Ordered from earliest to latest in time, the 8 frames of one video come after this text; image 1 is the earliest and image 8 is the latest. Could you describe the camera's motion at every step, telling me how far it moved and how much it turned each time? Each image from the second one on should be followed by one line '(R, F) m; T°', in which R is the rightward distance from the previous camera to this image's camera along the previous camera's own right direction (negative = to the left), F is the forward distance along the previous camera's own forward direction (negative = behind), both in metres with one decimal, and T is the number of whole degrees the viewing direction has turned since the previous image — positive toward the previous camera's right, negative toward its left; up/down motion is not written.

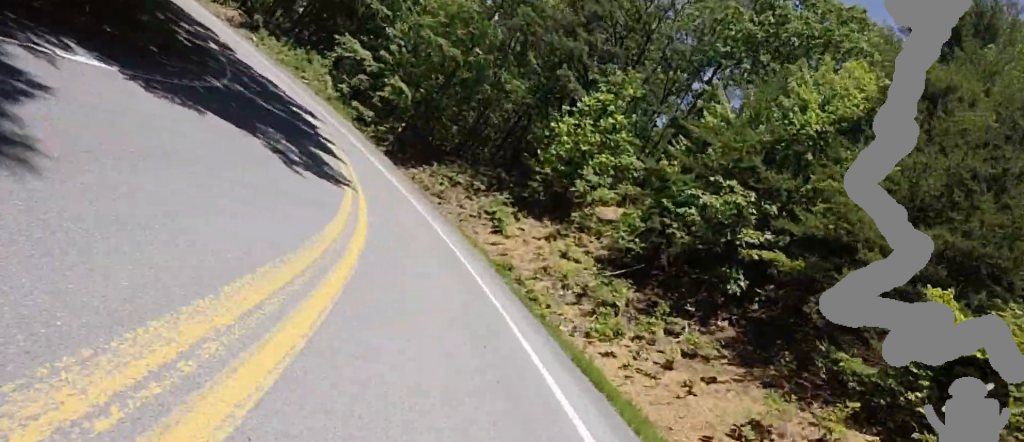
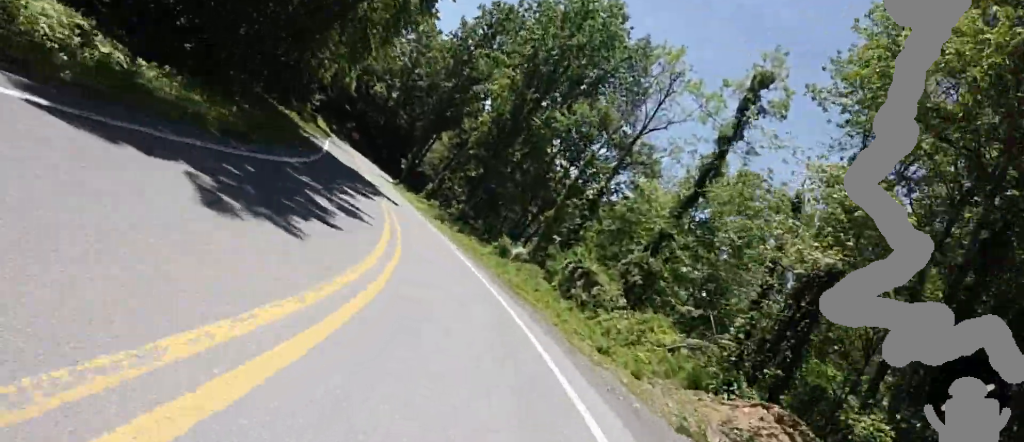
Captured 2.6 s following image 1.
(-19.7, +35.2) m; -46°
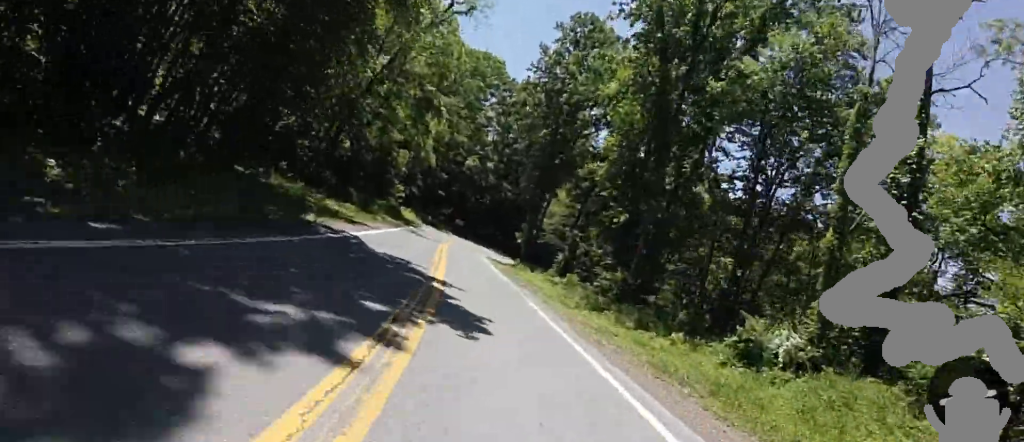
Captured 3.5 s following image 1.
(-1.6, +15.9) m; -13°
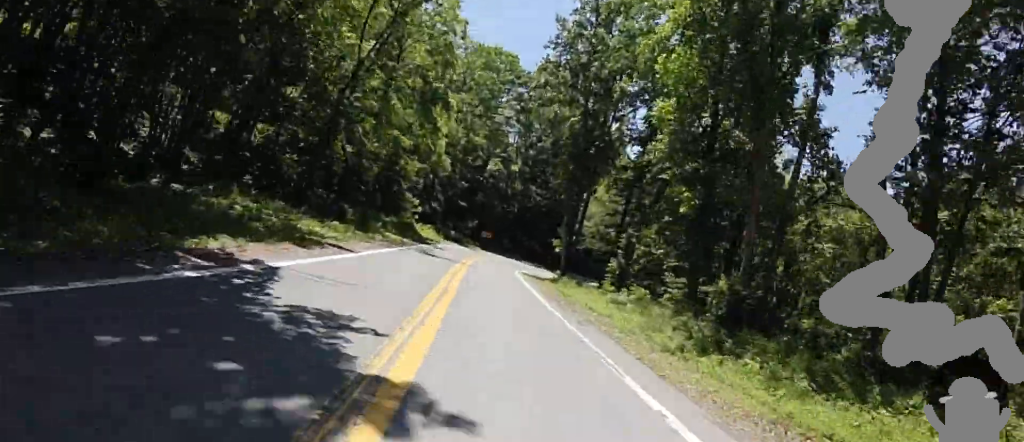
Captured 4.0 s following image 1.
(-1.0, +7.6) m; -5°
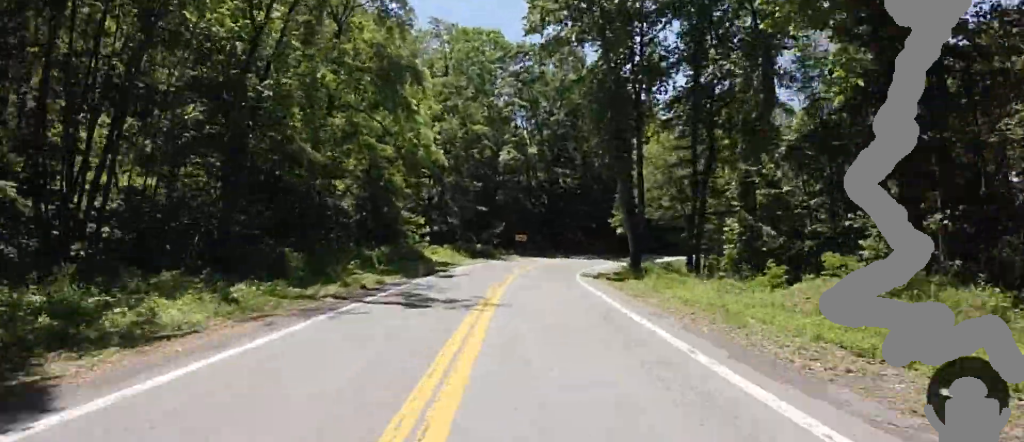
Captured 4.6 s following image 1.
(-0.5, +11.0) m; 0°
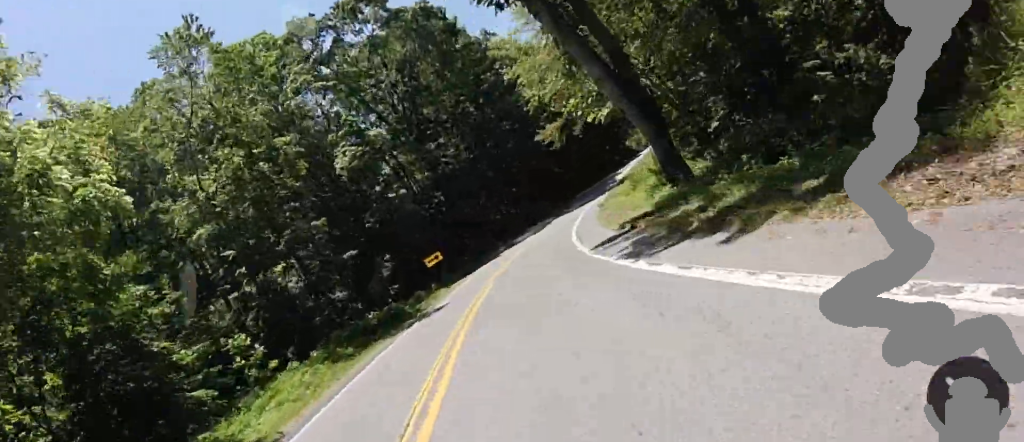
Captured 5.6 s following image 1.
(+0.6, +17.2) m; +5°
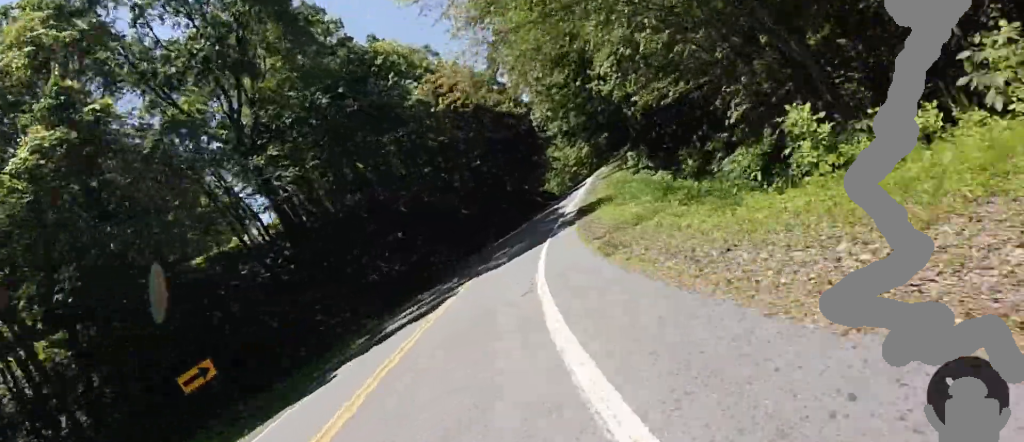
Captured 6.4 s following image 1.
(+0.8, +16.1) m; +4°
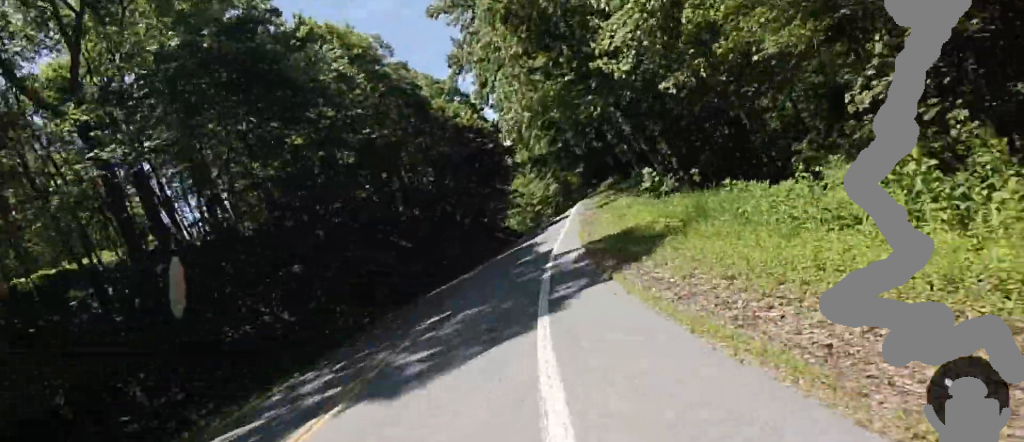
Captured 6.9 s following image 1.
(-0.4, +10.0) m; +5°
